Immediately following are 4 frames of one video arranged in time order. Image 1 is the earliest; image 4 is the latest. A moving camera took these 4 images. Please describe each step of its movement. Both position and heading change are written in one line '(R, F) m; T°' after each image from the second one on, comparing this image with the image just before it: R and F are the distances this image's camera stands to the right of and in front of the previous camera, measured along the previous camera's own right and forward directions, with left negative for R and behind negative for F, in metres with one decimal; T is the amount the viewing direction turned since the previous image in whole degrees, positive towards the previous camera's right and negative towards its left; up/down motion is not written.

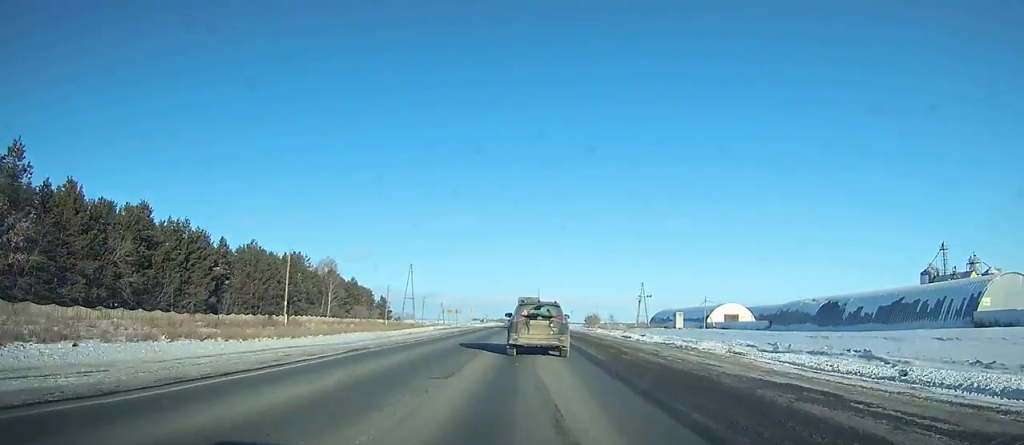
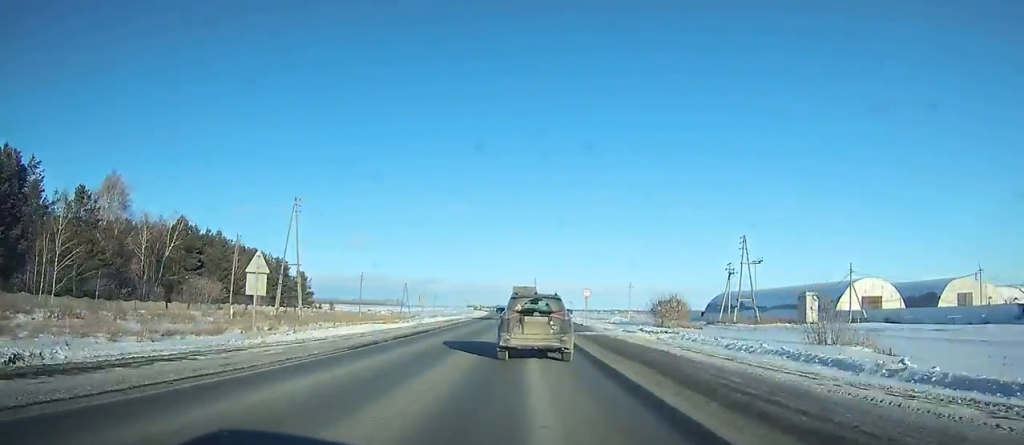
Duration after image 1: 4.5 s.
(-0.1, +66.4) m; 0°
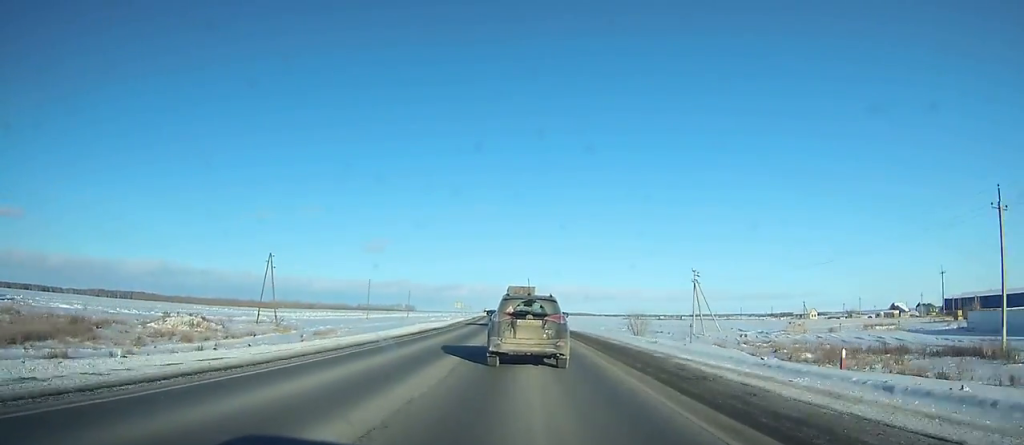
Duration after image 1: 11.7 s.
(+0.2, +109.4) m; -1°
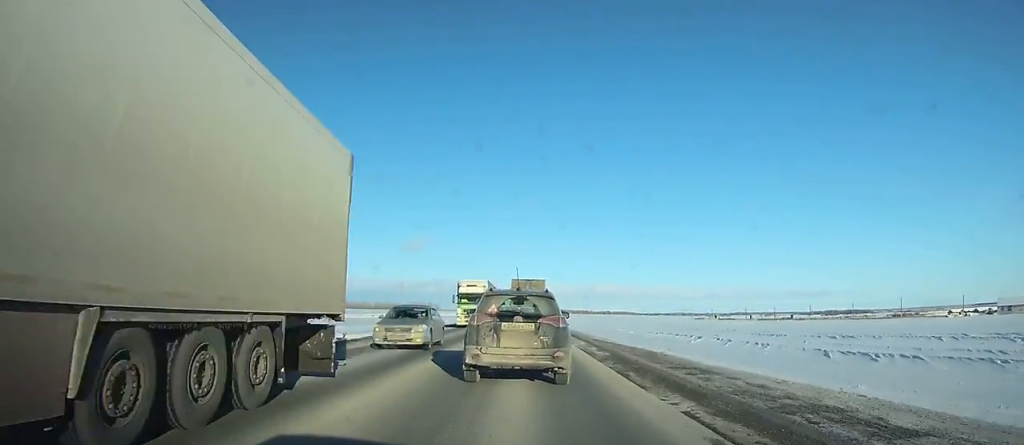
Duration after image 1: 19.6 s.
(-5.2, +120.0) m; -4°
